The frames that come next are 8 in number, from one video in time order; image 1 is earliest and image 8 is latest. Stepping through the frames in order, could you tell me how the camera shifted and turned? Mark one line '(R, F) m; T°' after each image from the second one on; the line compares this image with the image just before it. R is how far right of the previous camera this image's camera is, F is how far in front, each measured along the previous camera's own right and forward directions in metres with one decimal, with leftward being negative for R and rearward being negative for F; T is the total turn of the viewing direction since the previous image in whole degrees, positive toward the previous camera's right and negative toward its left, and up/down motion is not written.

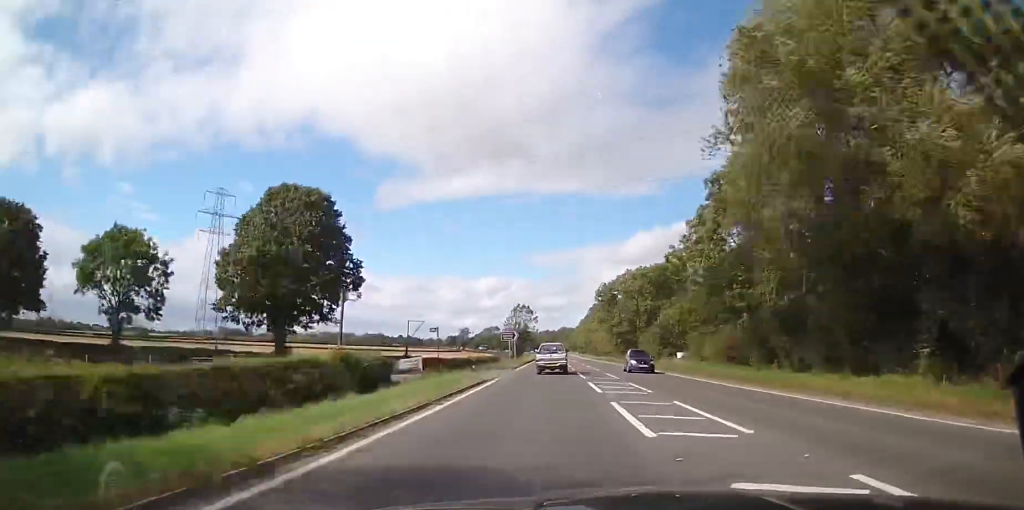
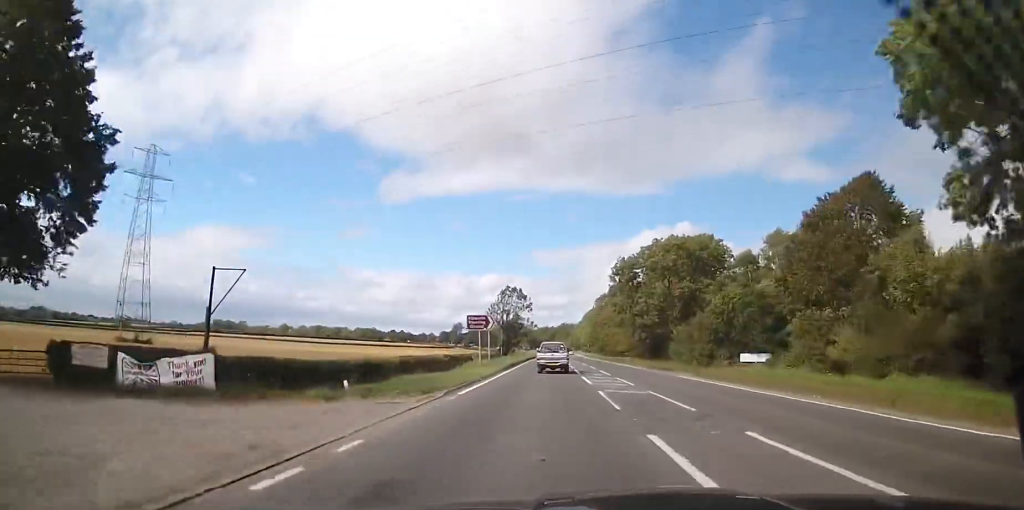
(0.0, +23.8) m; +1°
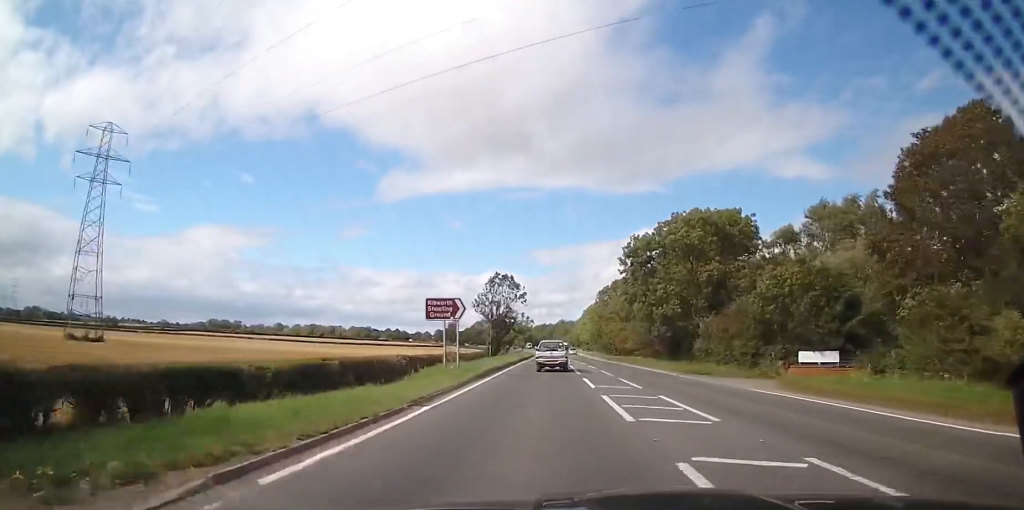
(+0.2, +11.6) m; +1°
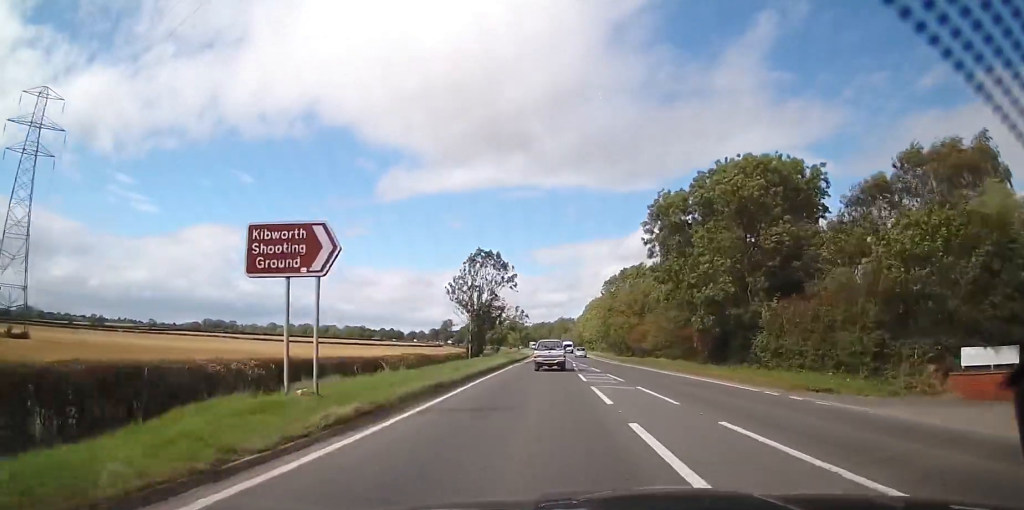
(+0.2, +15.6) m; +1°
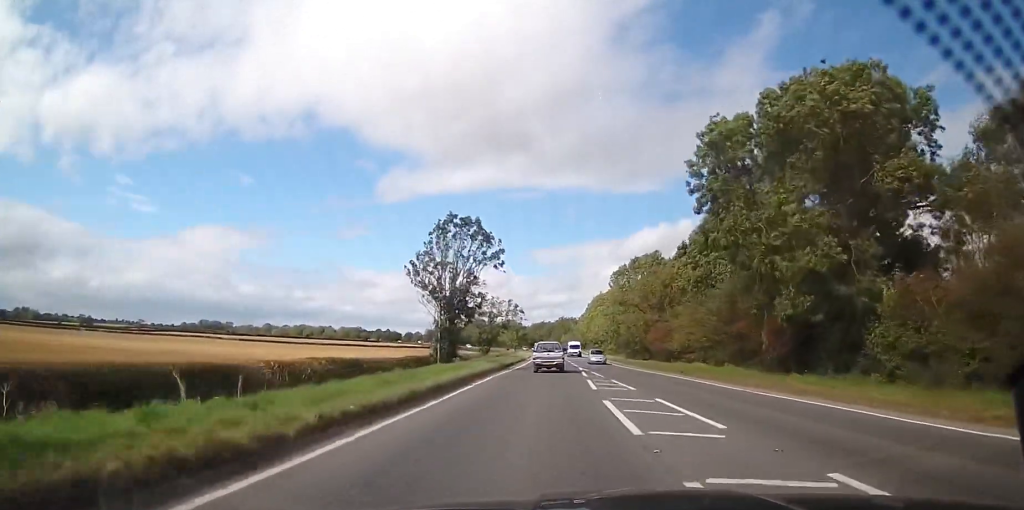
(0.0, +13.9) m; 0°
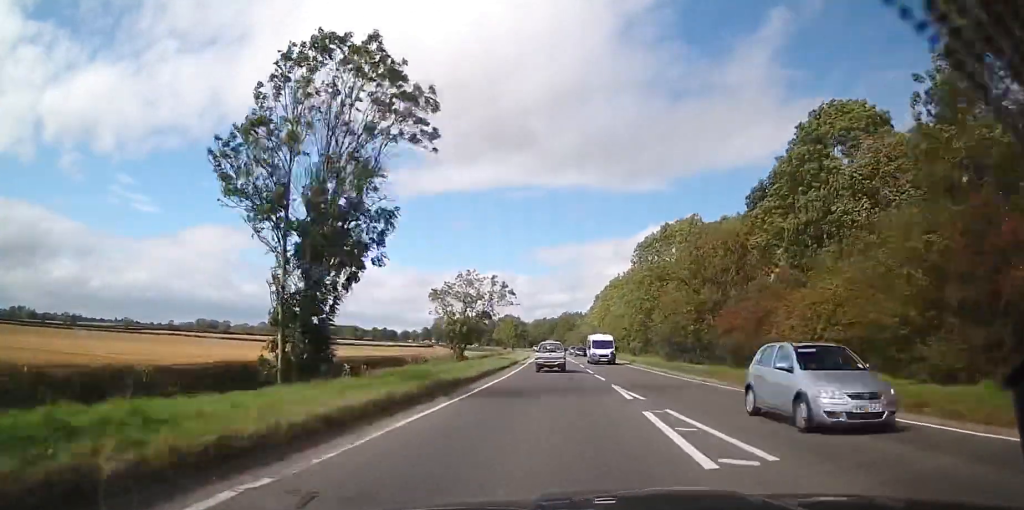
(0.0, +22.7) m; -1°
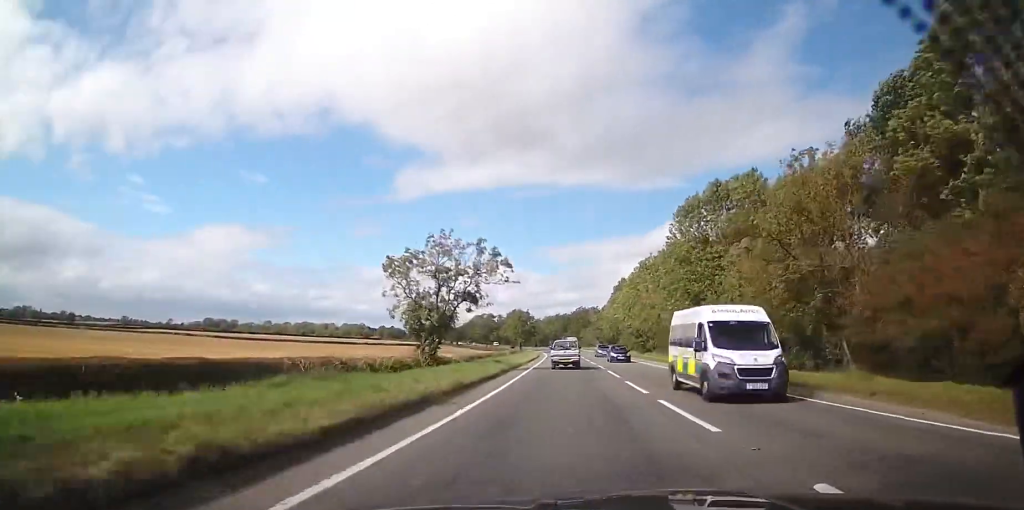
(-0.2, +16.3) m; -1°
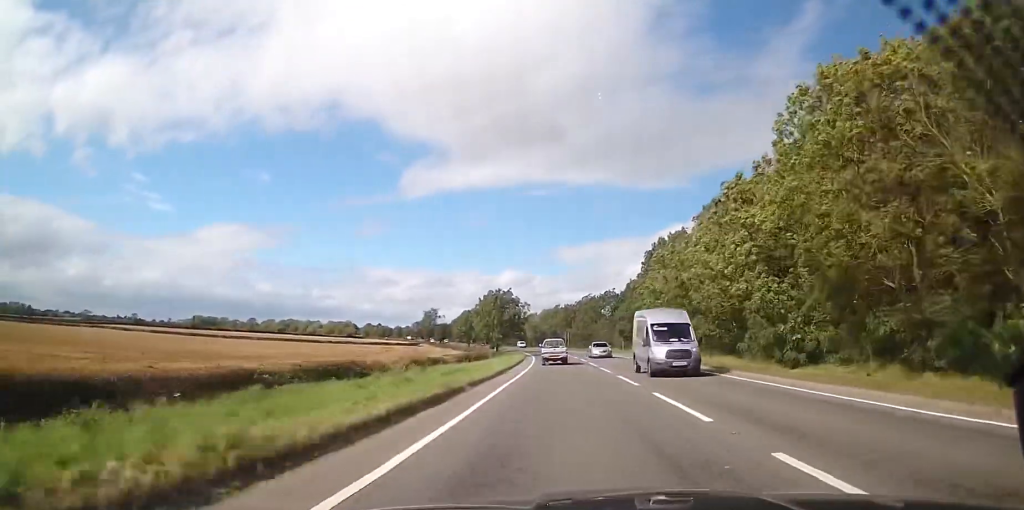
(-0.5, +44.3) m; -1°
